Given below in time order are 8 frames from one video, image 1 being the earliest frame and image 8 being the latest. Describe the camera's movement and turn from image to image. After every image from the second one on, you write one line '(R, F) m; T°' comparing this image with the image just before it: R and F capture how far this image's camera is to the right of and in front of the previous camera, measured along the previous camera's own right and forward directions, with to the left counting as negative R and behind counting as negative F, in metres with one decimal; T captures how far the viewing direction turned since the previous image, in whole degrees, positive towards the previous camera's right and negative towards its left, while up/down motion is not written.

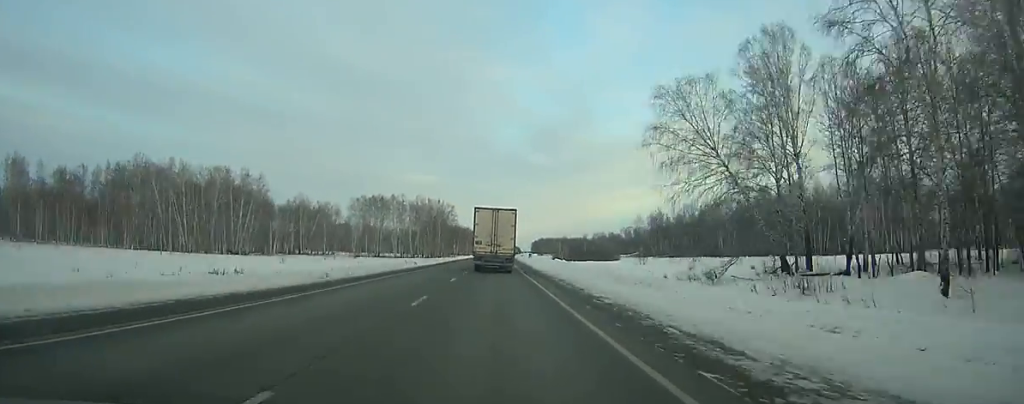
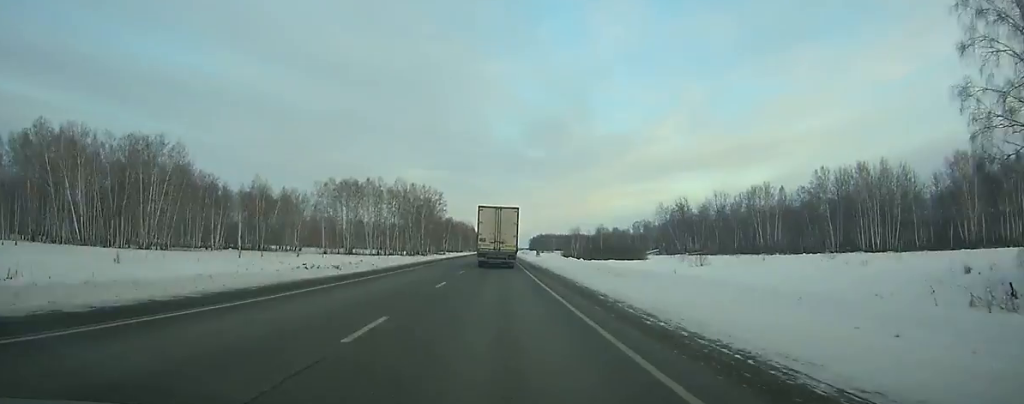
(+0.2, +41.7) m; 0°
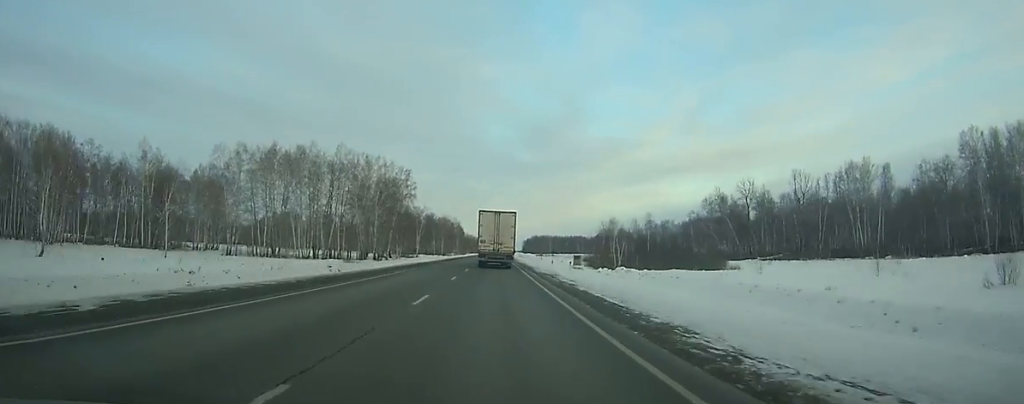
(+0.2, +65.5) m; 0°
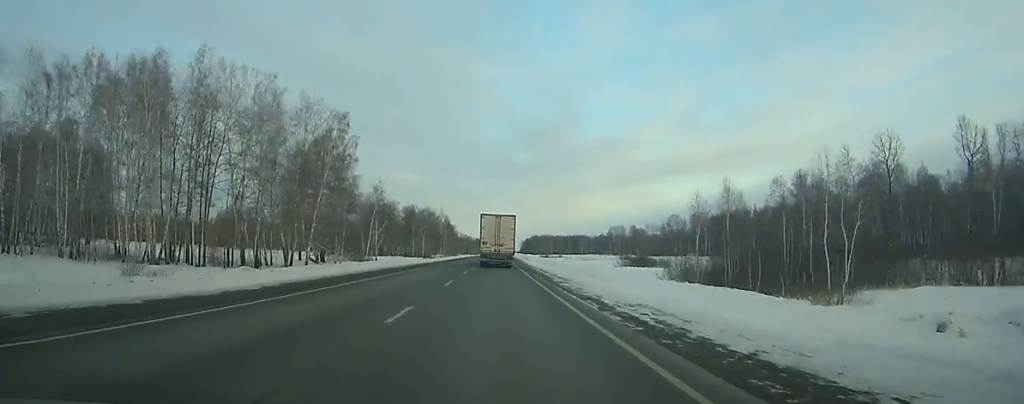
(+0.1, +63.6) m; 0°
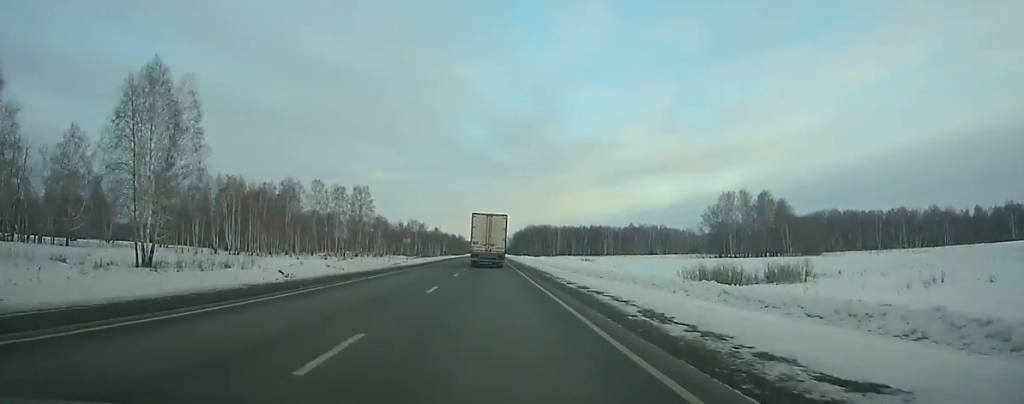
(+3.8, +277.2) m; +1°
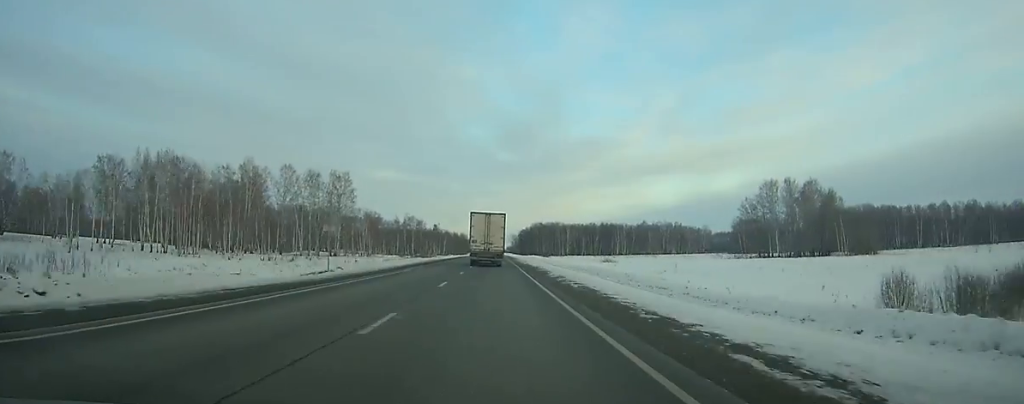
(0.0, +33.0) m; 0°
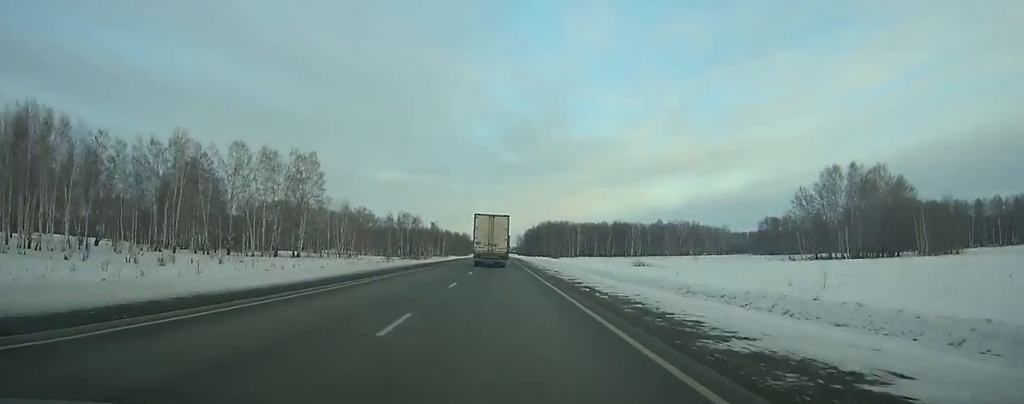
(-0.1, +35.7) m; 0°
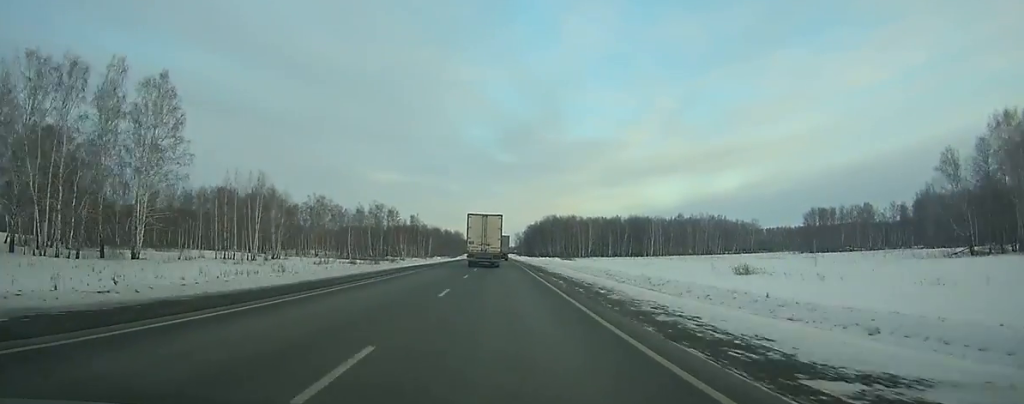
(+0.1, +63.2) m; 0°
